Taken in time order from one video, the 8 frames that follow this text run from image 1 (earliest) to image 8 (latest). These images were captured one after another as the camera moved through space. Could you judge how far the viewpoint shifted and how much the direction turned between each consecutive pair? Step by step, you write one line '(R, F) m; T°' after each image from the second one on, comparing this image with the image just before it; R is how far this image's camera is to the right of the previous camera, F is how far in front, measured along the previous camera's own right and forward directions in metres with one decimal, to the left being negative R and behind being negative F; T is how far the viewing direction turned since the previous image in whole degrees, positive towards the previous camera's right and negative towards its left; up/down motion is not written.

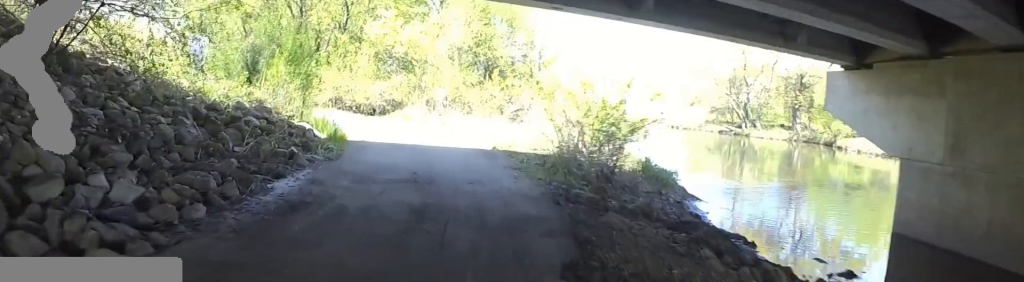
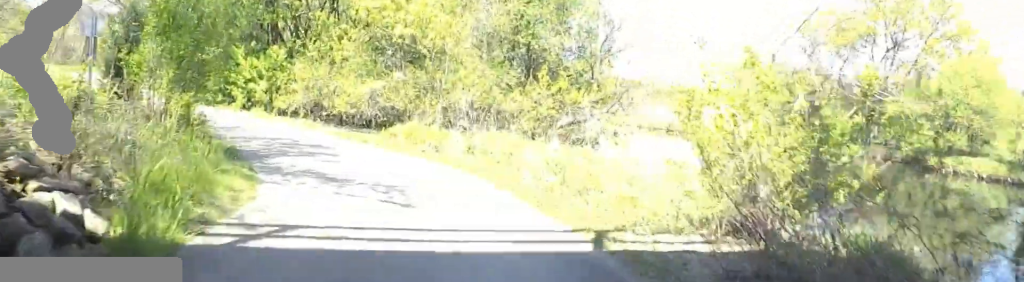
(-2.3, +6.6) m; -20°
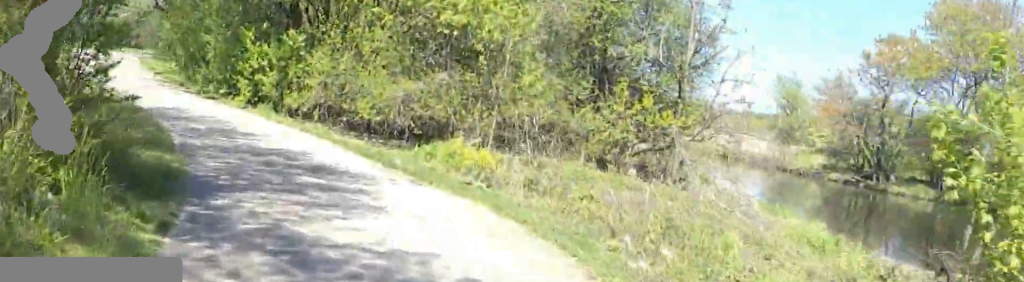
(+0.3, +3.7) m; +2°
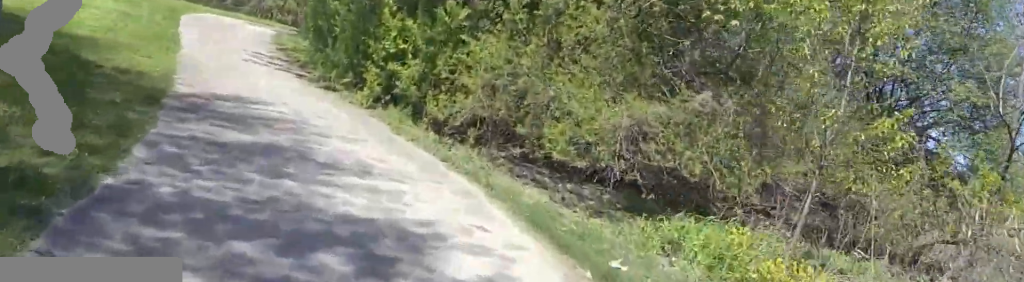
(+0.1, +5.3) m; -3°
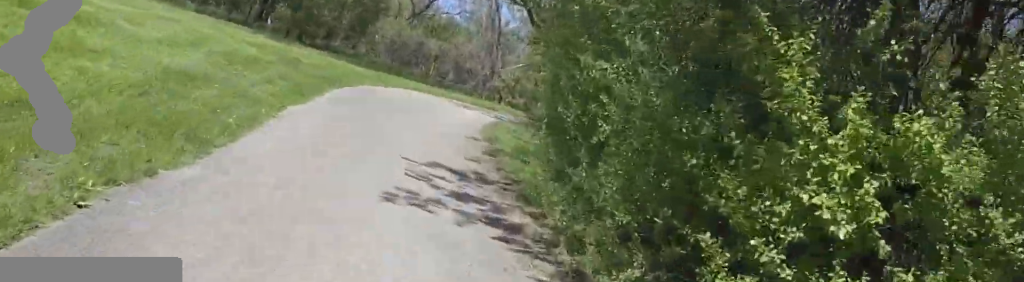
(-0.6, +6.7) m; -5°
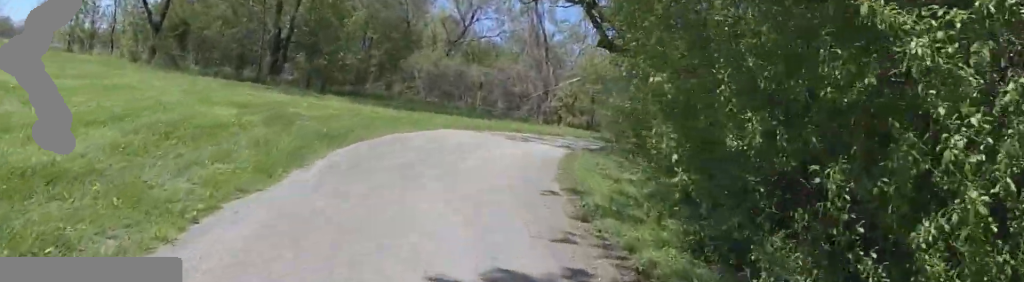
(-0.1, +3.1) m; -1°
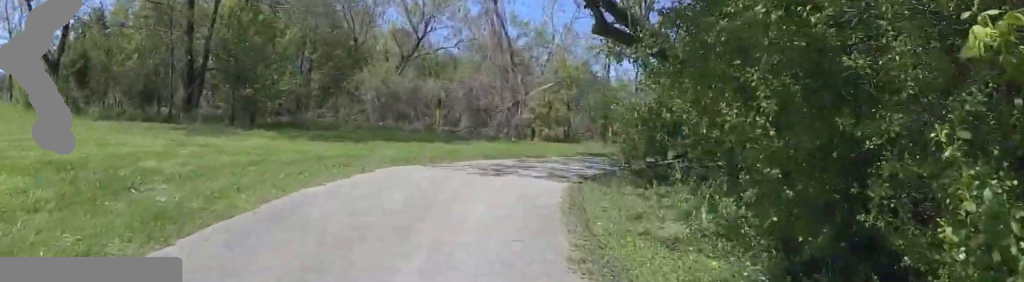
(+0.4, +3.5) m; -3°
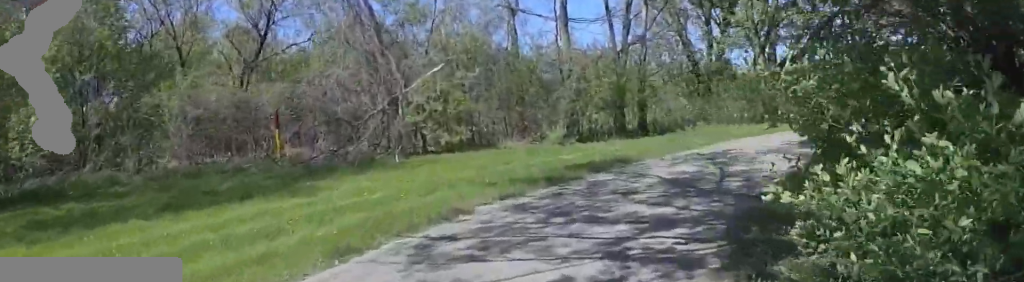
(-0.6, +7.5) m; +8°
